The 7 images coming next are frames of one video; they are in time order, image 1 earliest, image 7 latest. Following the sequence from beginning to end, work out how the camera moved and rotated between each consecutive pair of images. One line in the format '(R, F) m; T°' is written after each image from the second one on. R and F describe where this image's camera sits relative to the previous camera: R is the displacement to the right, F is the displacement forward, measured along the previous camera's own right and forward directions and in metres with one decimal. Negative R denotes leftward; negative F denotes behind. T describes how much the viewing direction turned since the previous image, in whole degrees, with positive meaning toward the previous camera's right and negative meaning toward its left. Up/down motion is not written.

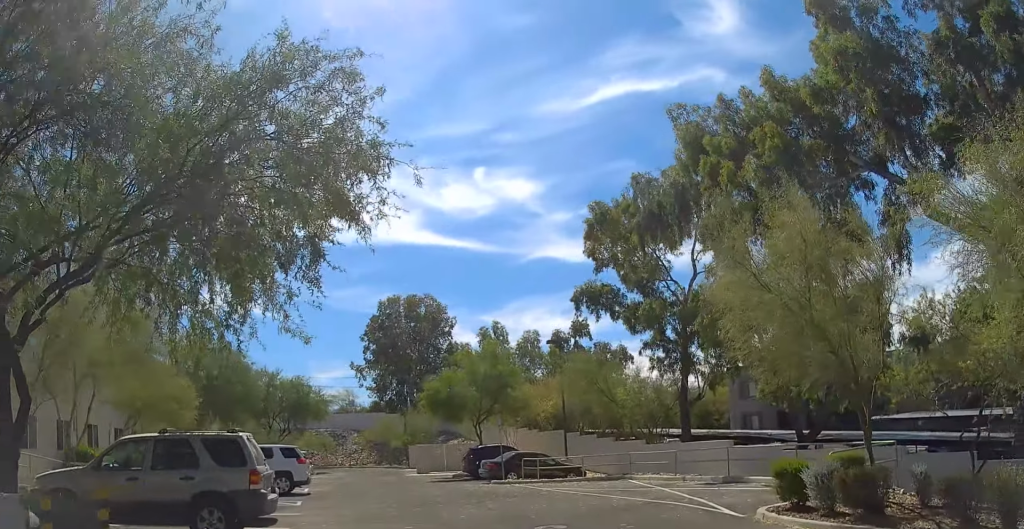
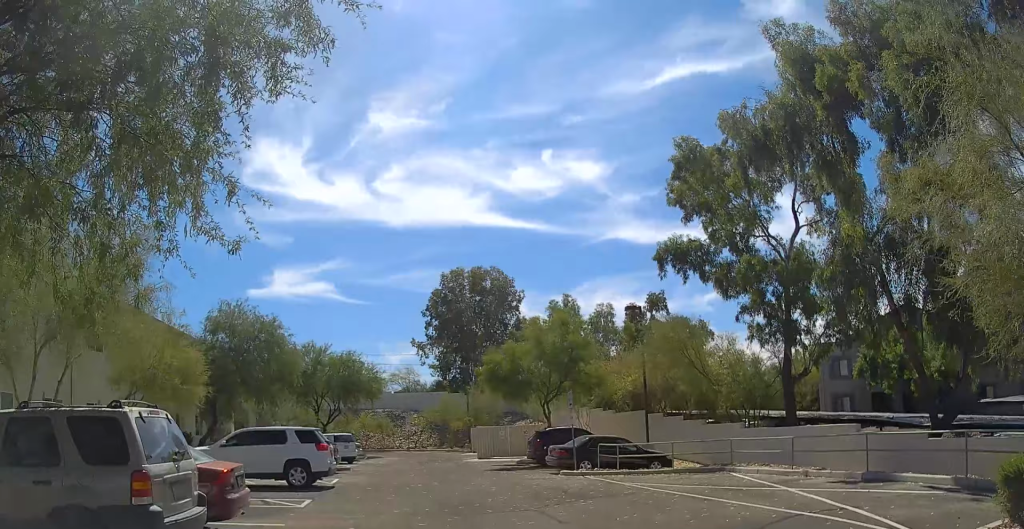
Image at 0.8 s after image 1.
(-0.3, +4.5) m; -6°
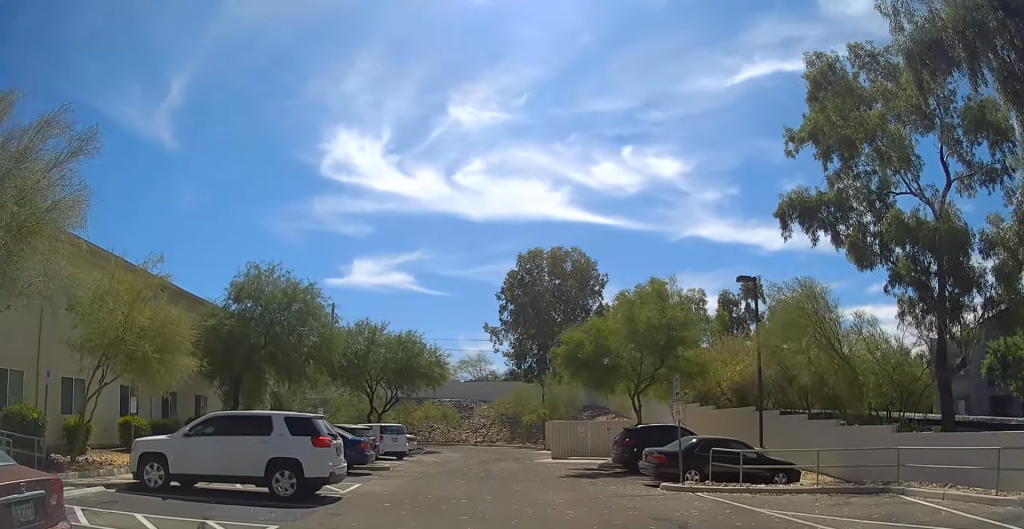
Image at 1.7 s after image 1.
(-0.2, +4.7) m; -5°
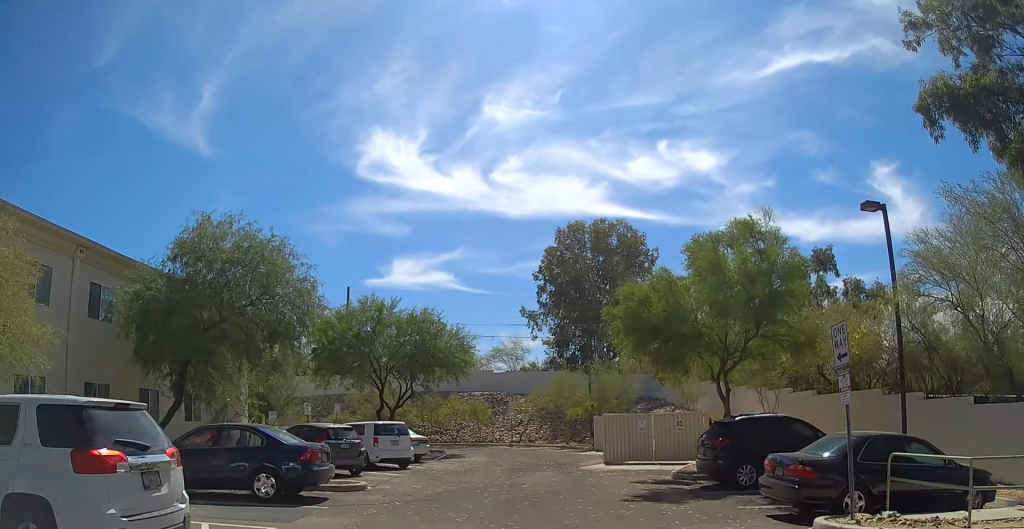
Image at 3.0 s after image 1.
(-0.4, +7.1) m; -4°
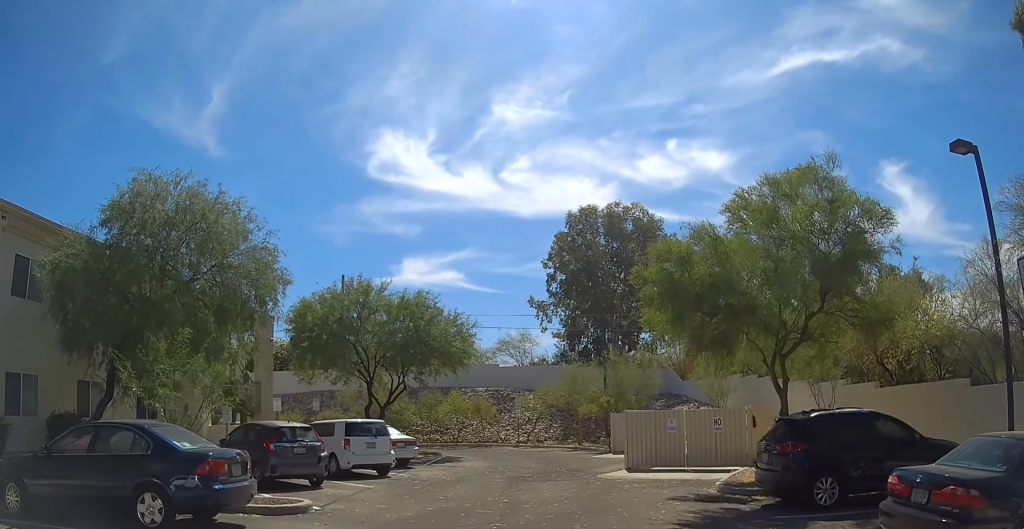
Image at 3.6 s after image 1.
(-0.1, +4.6) m; -1°
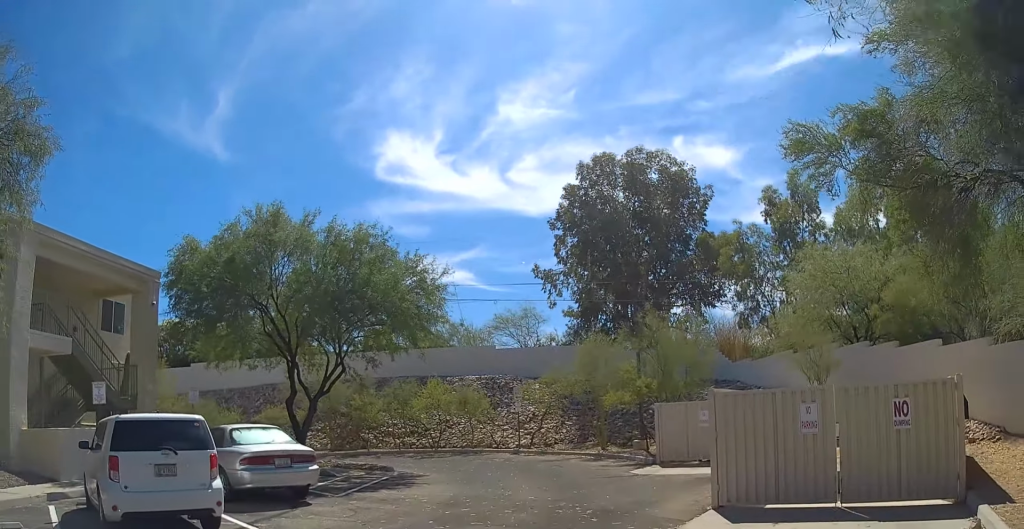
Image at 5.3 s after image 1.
(-0.3, +11.3) m; -3°
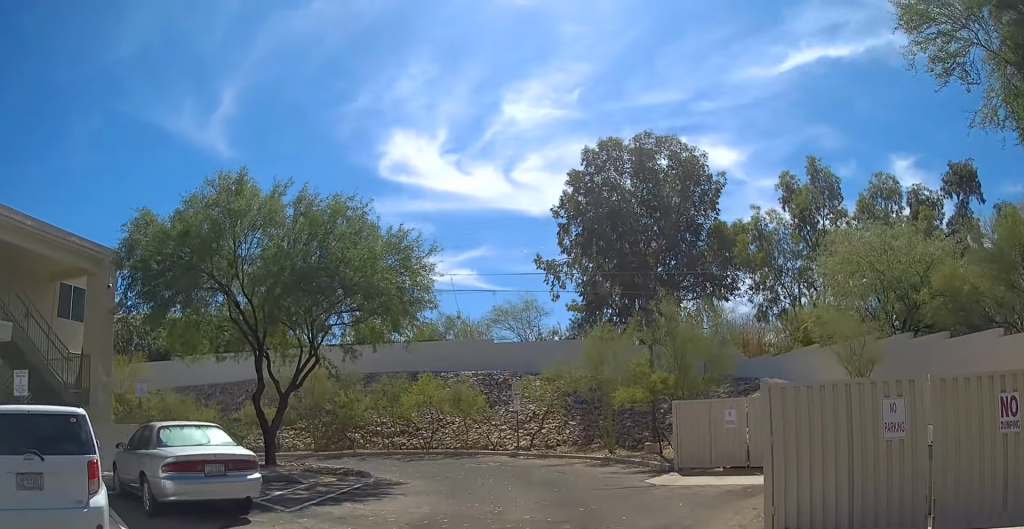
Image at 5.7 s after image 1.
(0.0, +2.7) m; 0°
